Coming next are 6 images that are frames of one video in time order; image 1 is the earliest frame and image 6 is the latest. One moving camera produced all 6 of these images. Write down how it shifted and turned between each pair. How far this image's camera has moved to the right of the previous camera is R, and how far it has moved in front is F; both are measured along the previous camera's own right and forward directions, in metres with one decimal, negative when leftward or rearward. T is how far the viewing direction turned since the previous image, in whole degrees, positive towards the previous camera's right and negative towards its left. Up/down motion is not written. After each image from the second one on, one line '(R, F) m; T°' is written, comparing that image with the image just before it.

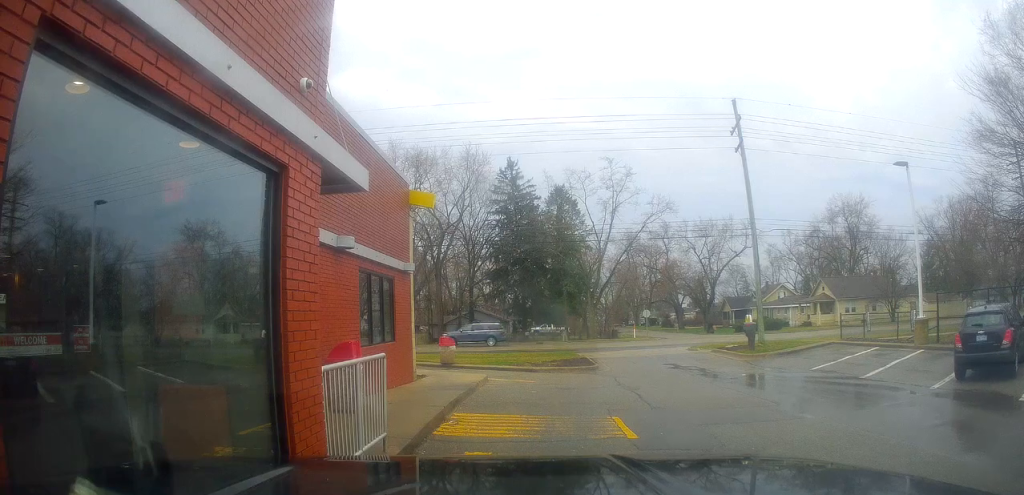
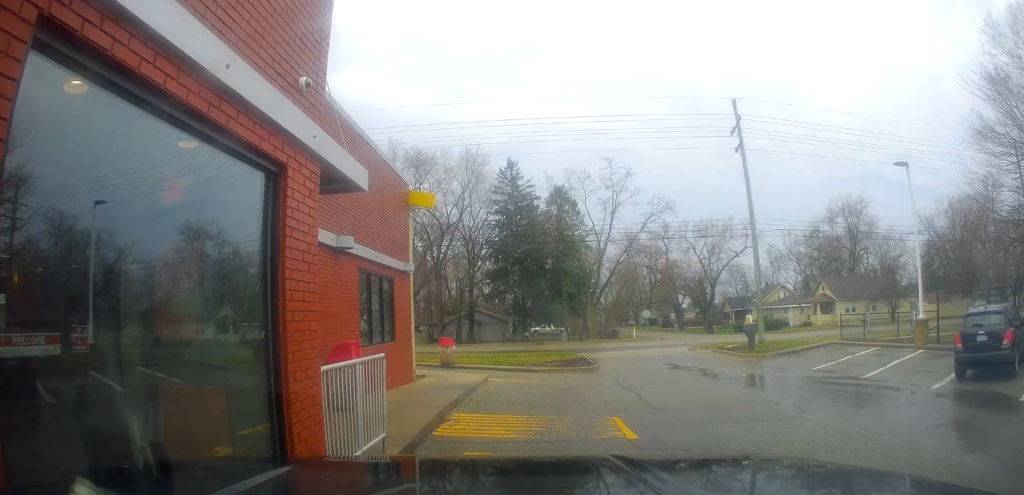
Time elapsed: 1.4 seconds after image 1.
(0.0, +0.3) m; 0°
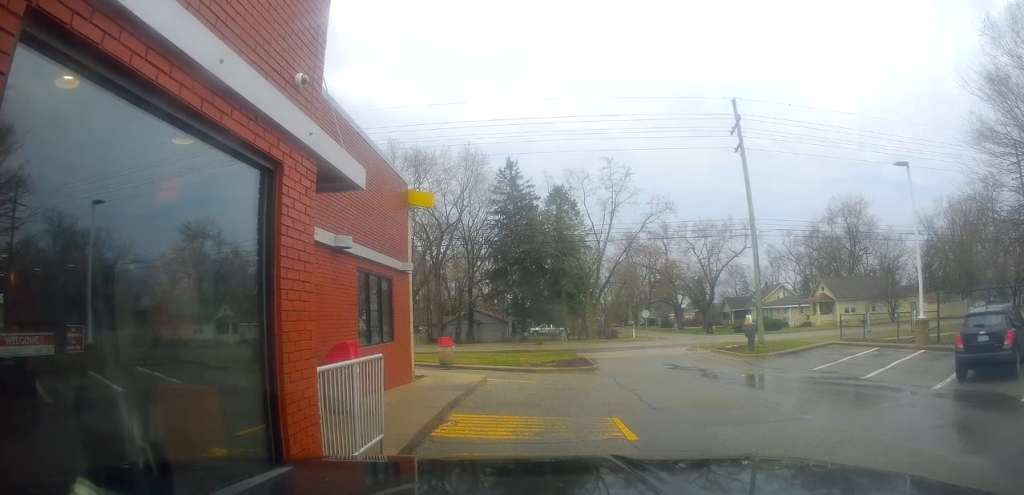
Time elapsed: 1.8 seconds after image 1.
(0.0, 0.0) m; 0°
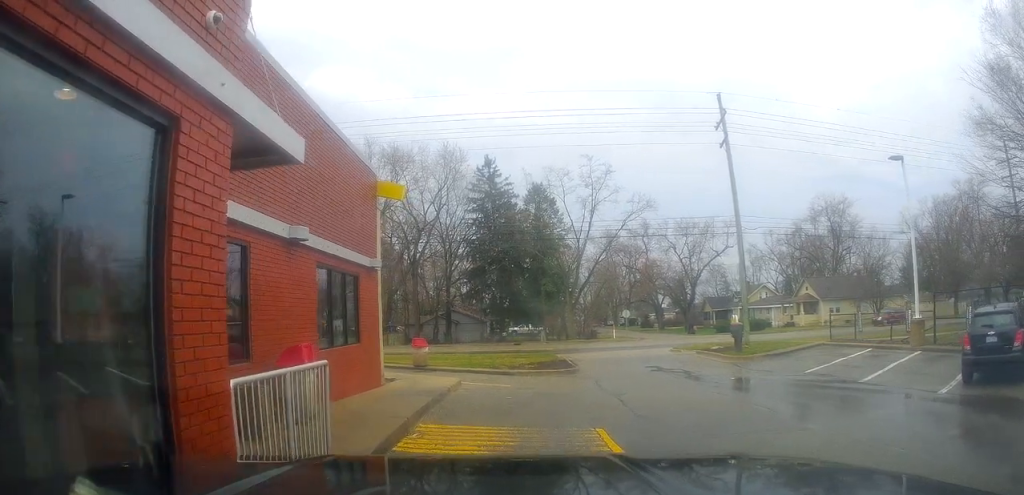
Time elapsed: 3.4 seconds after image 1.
(0.0, +0.3) m; 0°
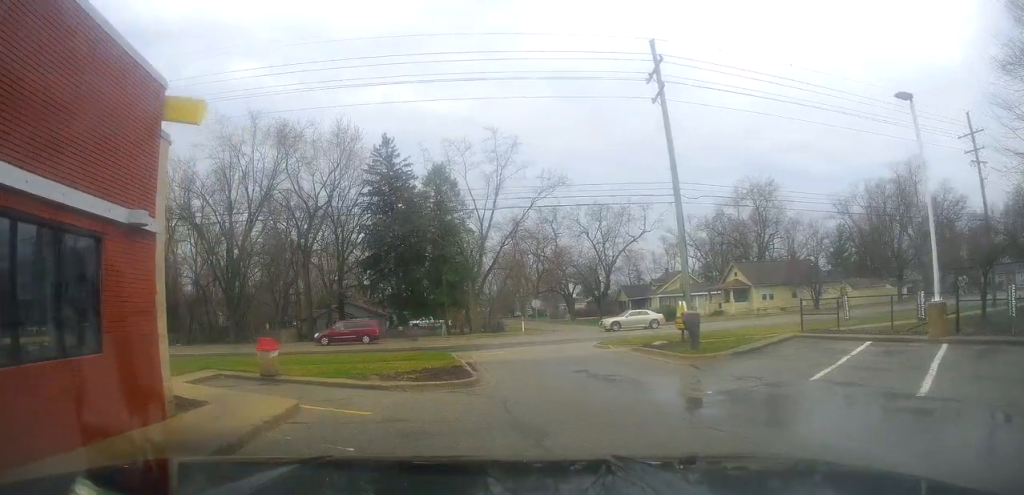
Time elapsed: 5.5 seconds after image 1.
(0.0, +1.6) m; 0°
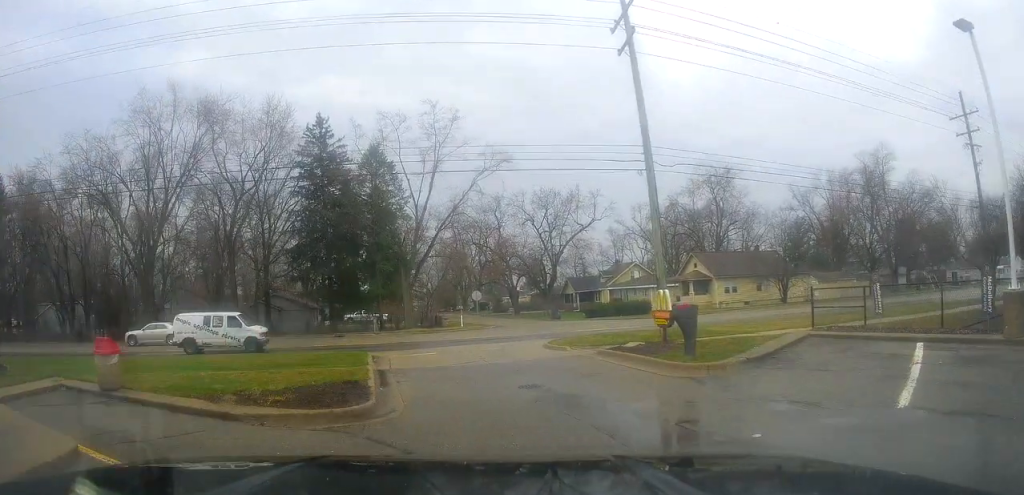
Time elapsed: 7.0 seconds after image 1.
(0.0, +5.2) m; +3°
